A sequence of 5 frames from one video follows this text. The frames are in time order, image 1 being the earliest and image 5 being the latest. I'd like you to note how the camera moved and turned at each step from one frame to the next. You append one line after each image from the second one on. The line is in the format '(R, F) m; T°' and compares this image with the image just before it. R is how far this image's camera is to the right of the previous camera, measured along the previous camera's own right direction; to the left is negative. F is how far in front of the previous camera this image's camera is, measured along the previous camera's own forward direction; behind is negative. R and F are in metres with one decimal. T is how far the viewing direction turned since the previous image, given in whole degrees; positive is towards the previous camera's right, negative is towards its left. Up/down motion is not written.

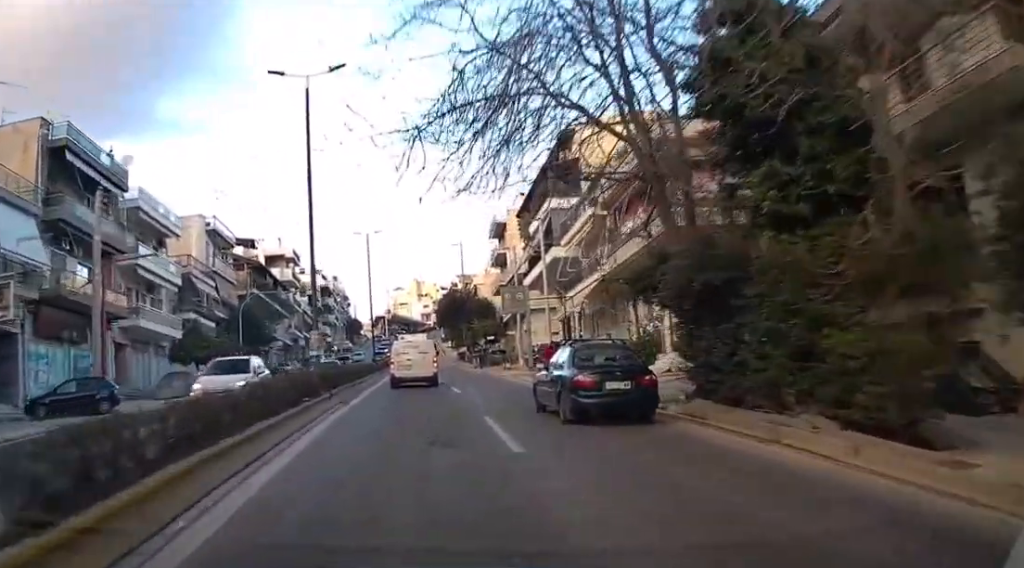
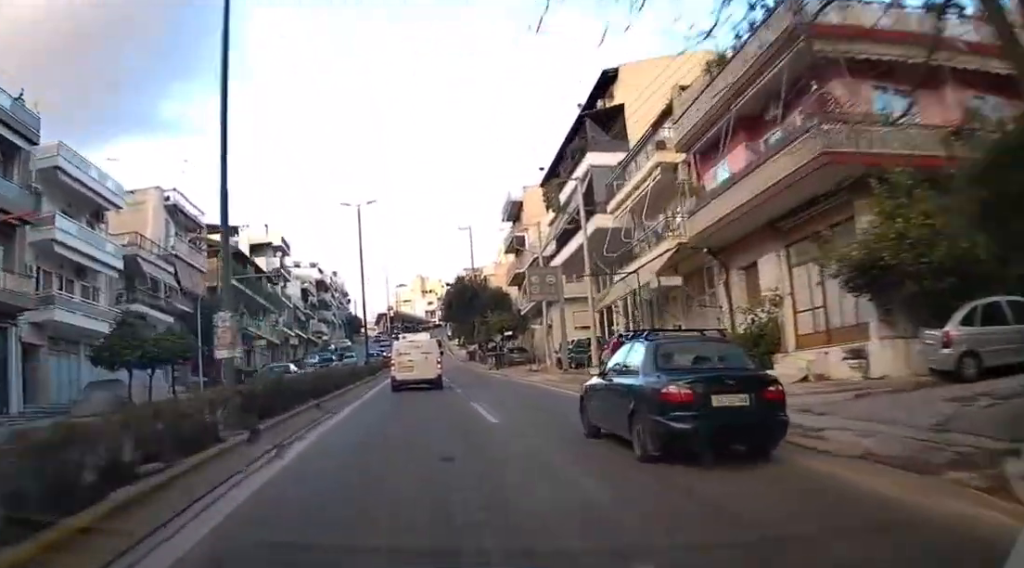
(0.0, +10.1) m; 0°
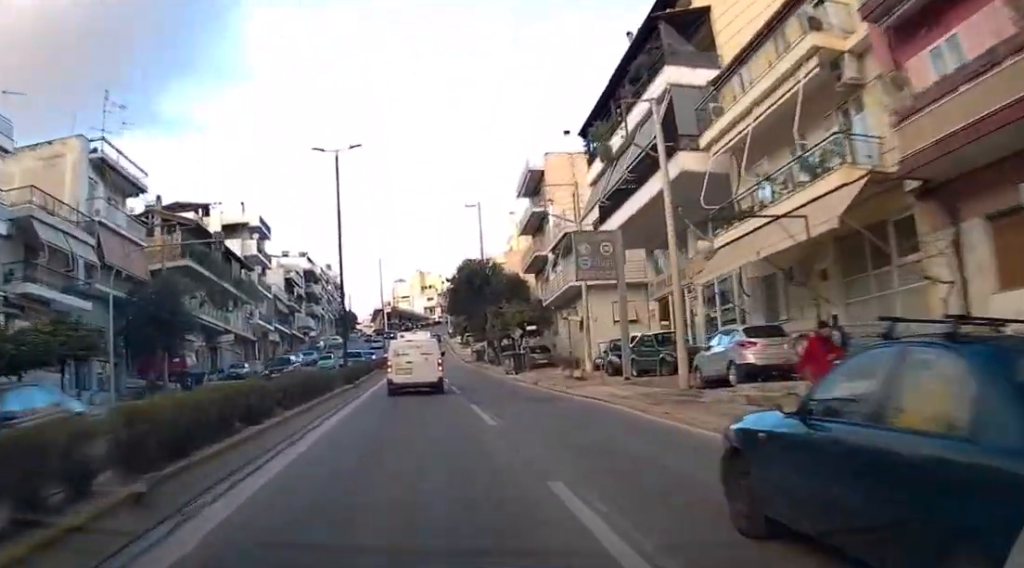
(0.0, +11.9) m; 0°
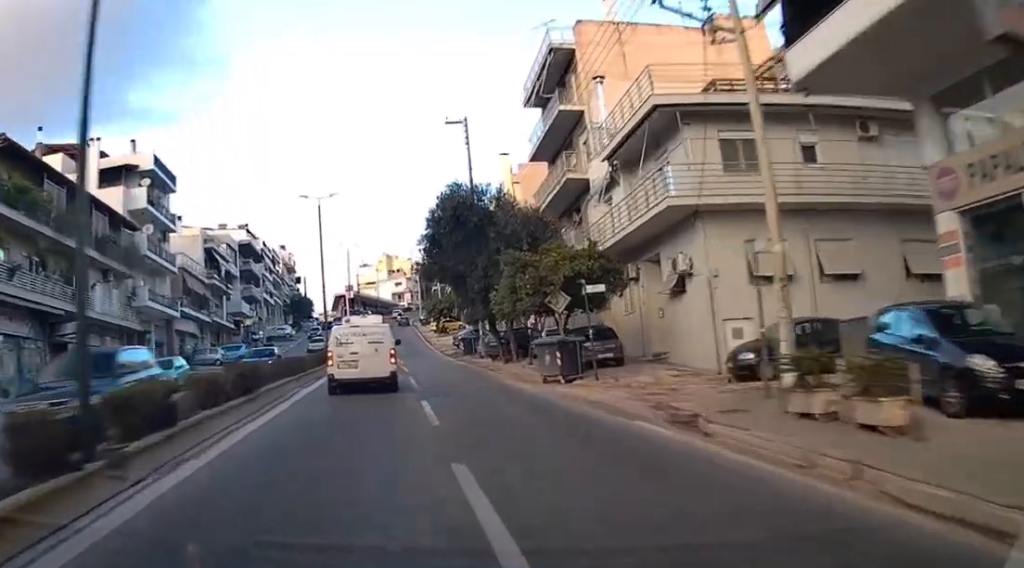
(0.0, +21.9) m; +1°
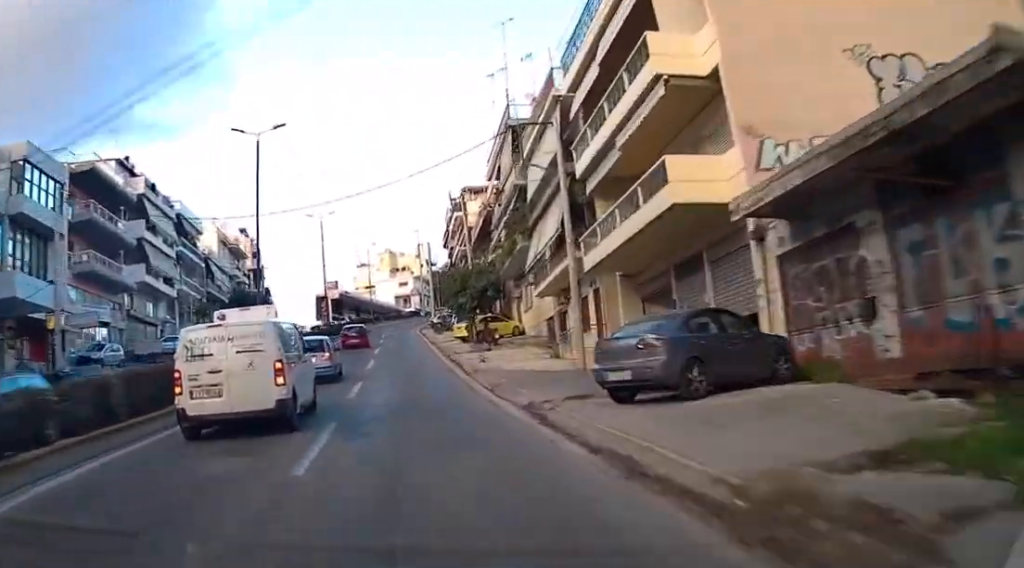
(+1.1, +46.9) m; +2°
